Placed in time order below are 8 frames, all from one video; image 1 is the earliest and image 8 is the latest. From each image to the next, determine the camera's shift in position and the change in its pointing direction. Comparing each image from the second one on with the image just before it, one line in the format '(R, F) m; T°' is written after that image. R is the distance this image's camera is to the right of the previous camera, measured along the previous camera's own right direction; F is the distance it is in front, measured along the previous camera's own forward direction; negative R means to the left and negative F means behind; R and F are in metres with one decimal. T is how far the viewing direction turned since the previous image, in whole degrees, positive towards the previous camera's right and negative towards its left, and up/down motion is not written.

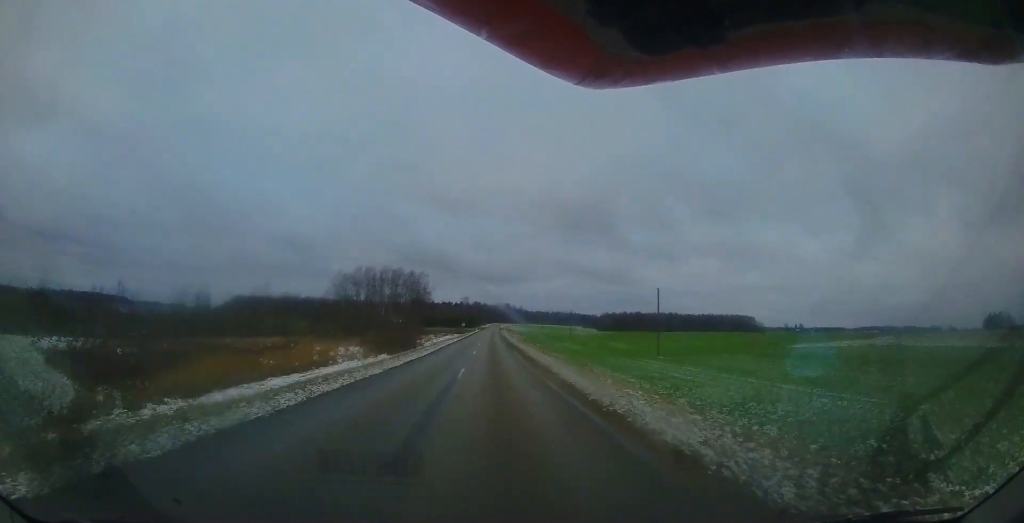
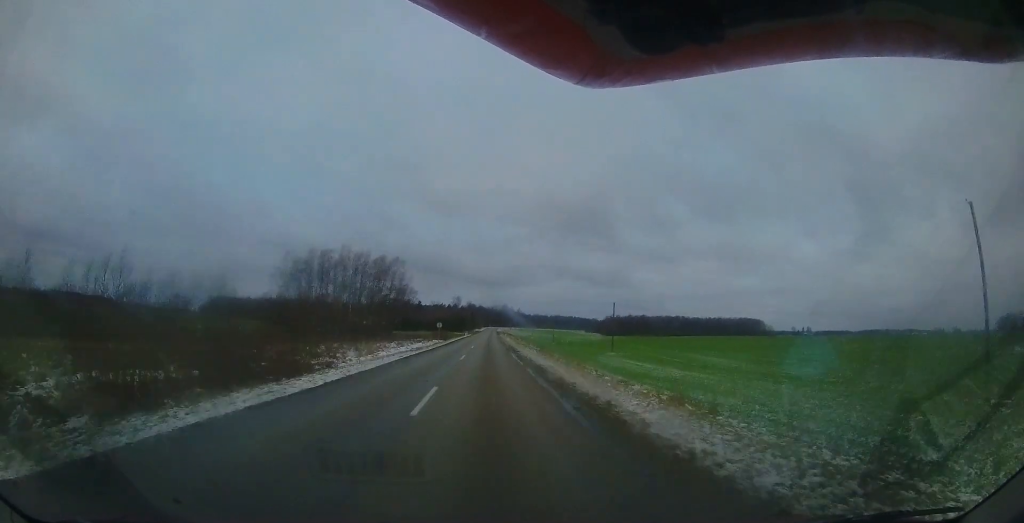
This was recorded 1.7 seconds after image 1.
(-0.3, +28.8) m; 0°
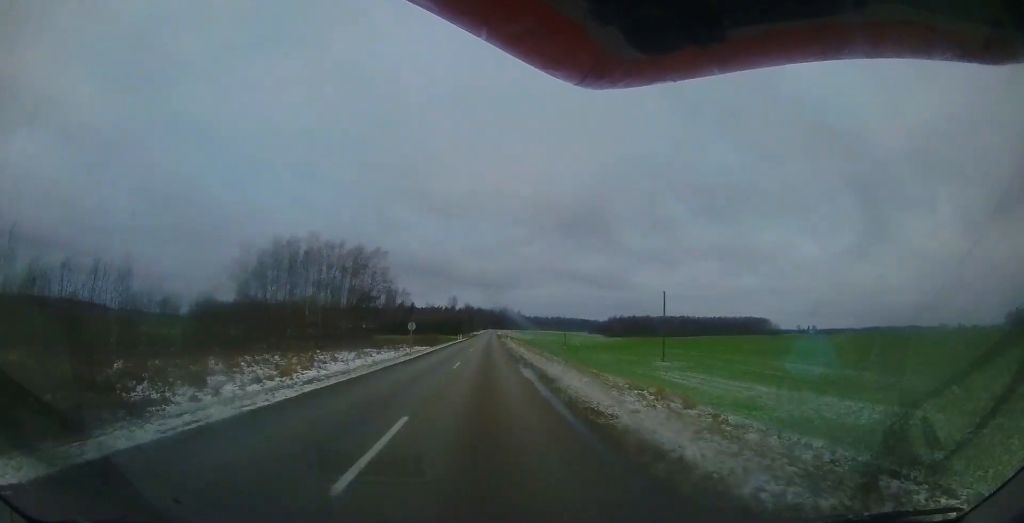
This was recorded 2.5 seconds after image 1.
(0.0, +15.1) m; 0°
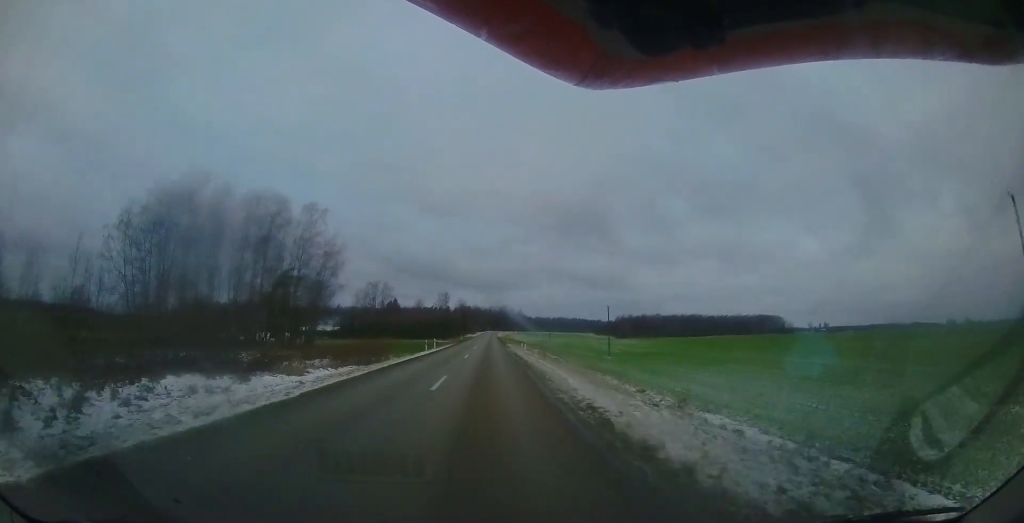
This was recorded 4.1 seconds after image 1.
(+0.2, +29.7) m; +1°
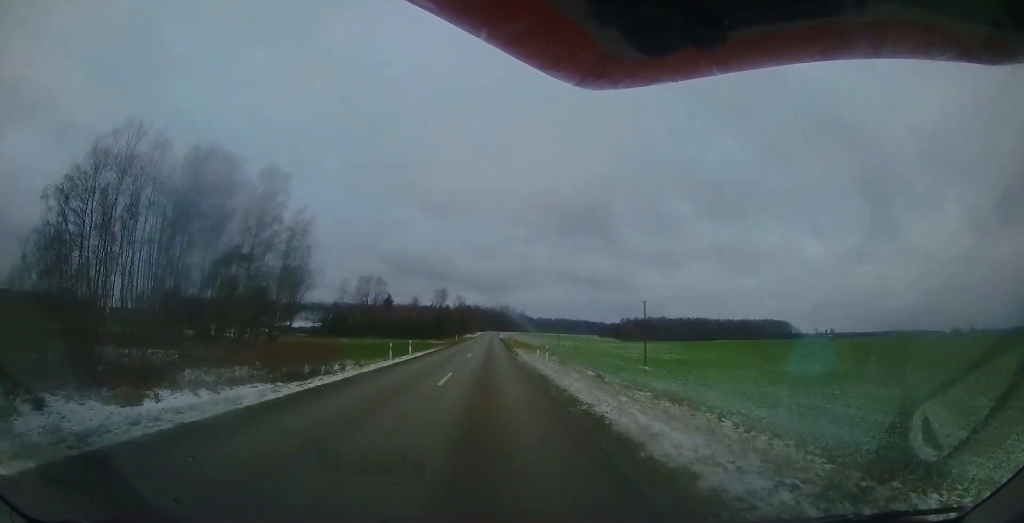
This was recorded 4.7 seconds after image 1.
(0.0, +11.4) m; 0°
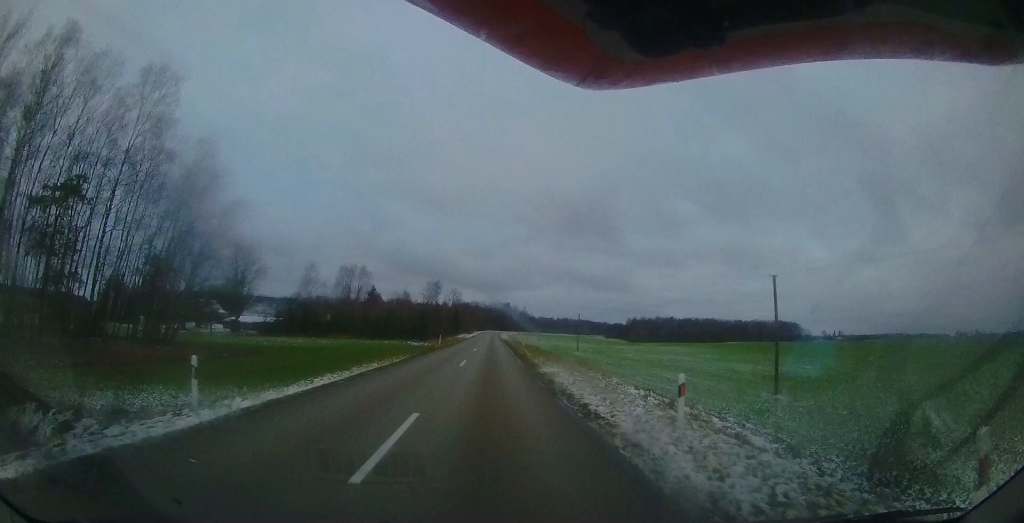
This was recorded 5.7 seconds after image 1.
(0.0, +18.5) m; 0°
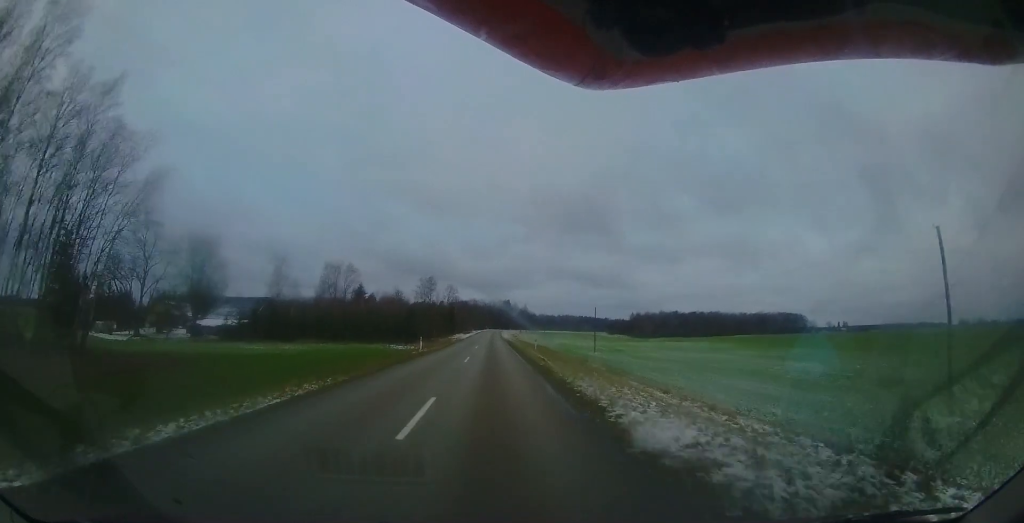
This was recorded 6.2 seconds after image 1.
(0.0, +10.2) m; 0°
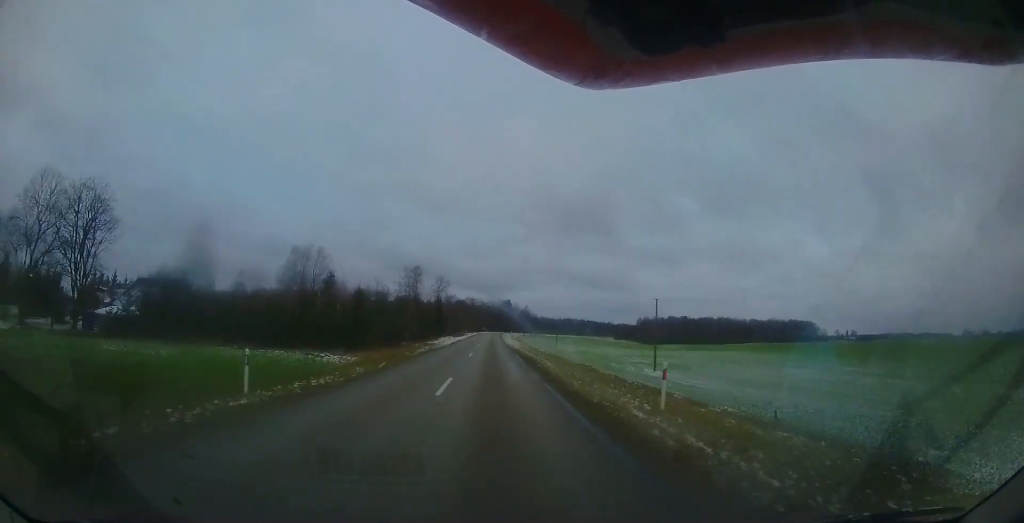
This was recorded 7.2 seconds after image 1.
(0.0, +20.0) m; 0°
